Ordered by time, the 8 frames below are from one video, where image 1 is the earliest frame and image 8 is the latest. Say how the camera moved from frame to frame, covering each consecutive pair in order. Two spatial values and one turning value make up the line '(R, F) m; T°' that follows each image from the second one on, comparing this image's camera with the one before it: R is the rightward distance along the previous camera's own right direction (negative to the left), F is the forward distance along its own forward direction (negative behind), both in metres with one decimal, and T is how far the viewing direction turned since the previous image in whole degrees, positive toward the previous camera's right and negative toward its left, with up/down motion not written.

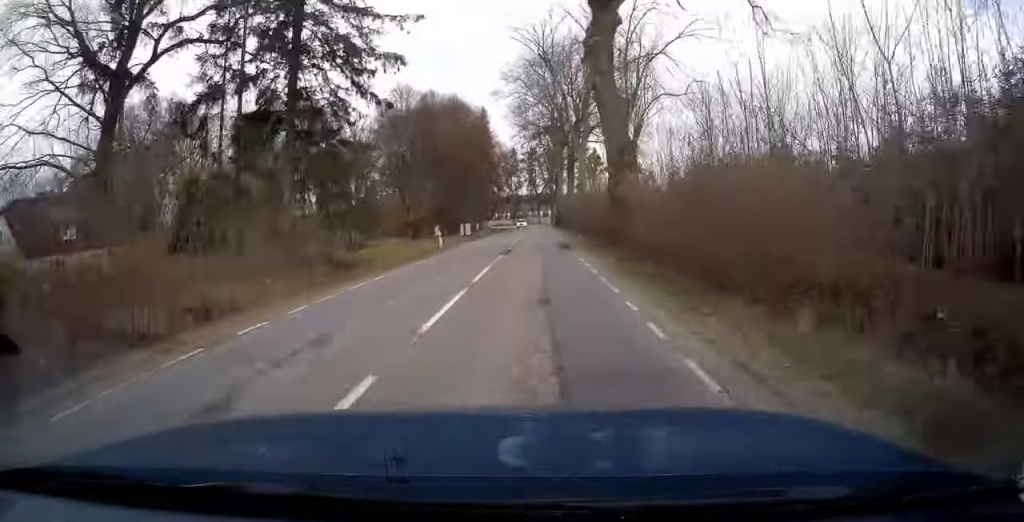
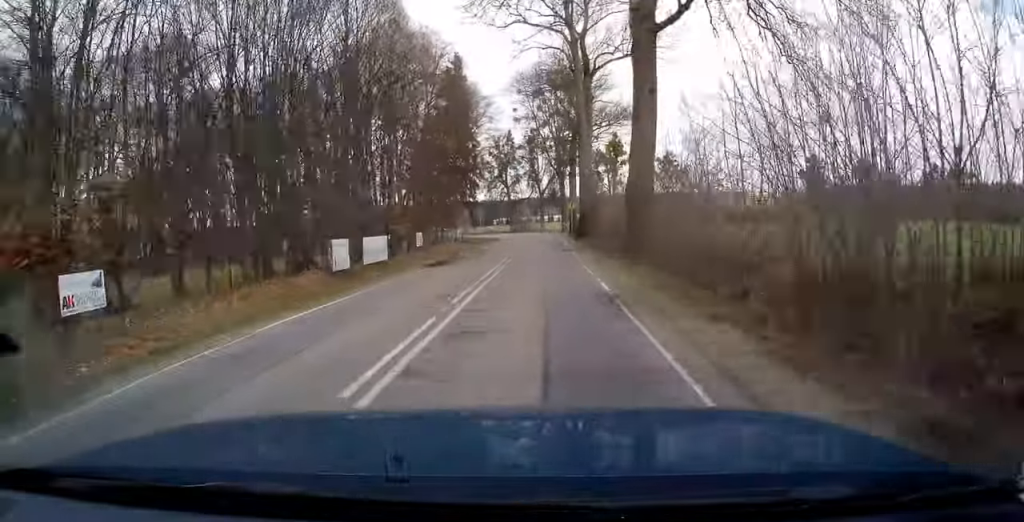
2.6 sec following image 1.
(0.0, +48.1) m; 0°
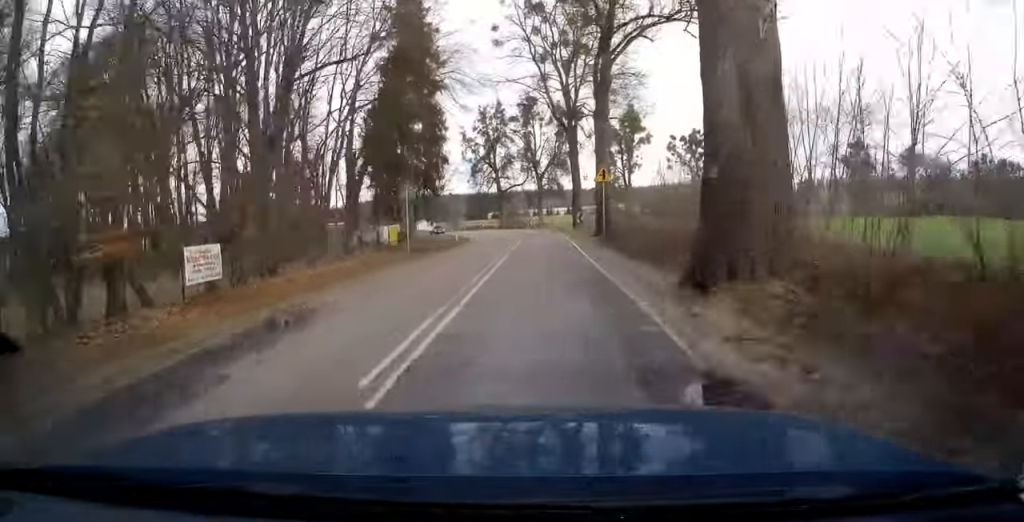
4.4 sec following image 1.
(-0.2, +30.9) m; -1°
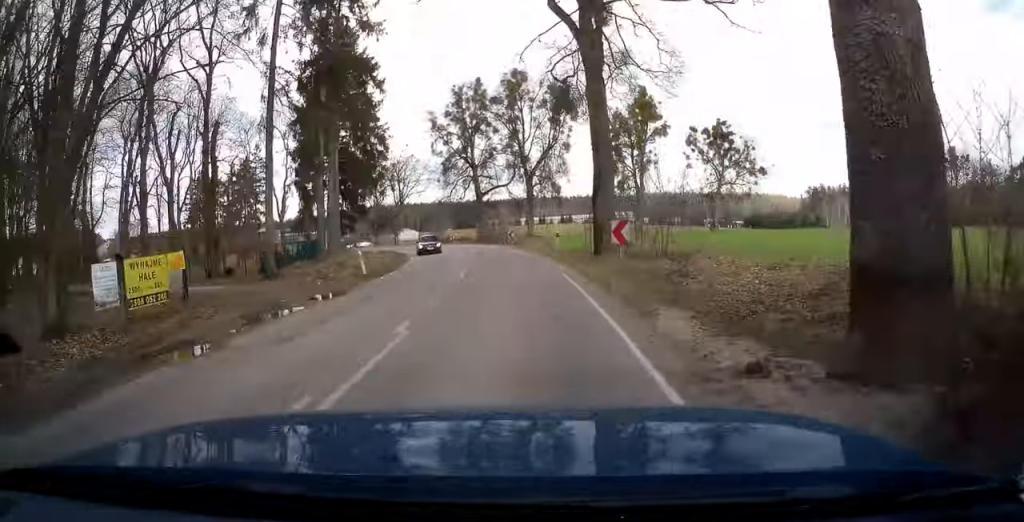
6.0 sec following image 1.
(-0.3, +25.4) m; -3°
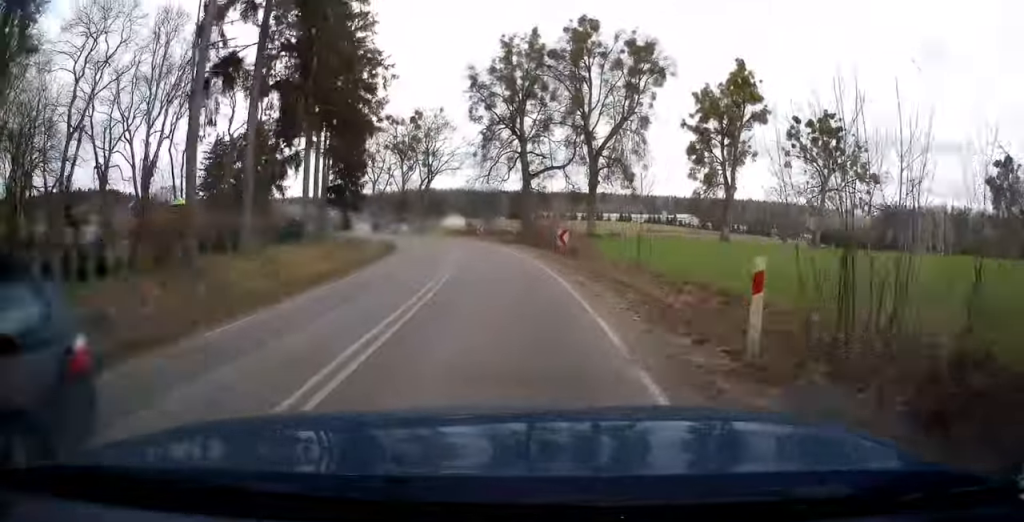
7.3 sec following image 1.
(+0.5, +21.0) m; -4°
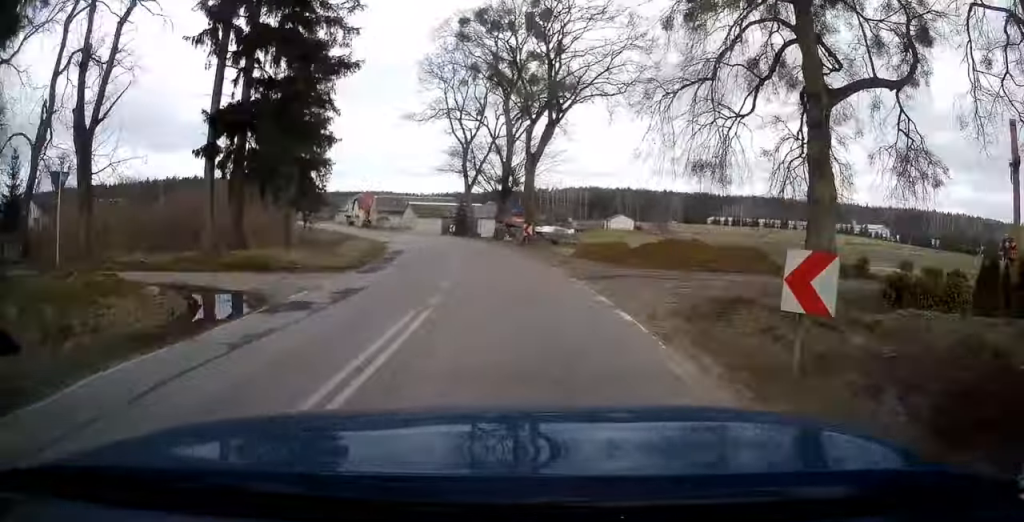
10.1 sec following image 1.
(-5.2, +44.8) m; -15°
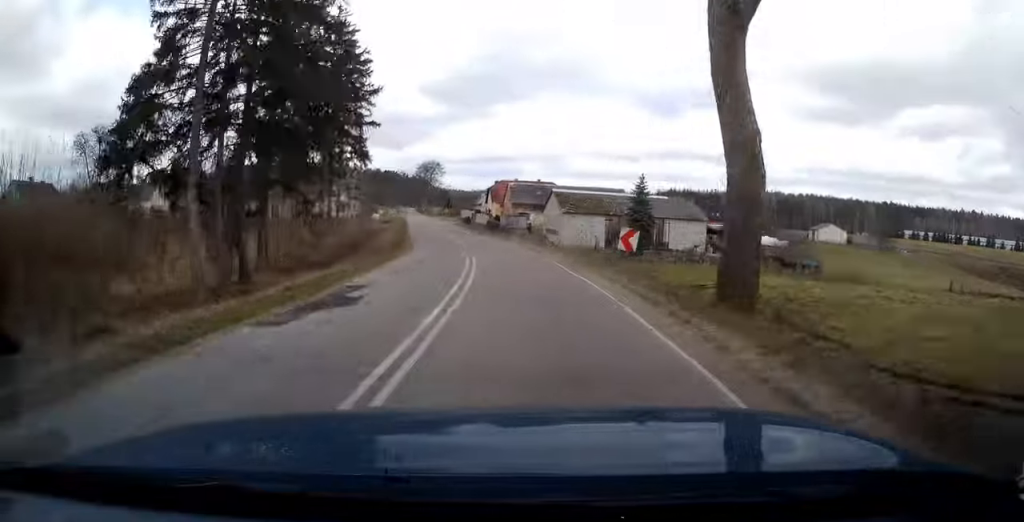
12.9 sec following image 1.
(-5.9, +44.3) m; -13°
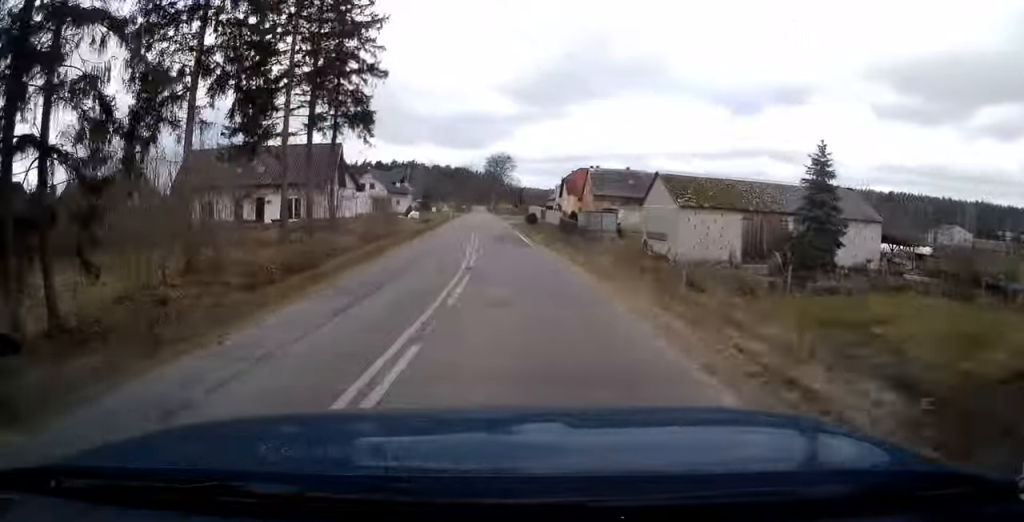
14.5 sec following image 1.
(-1.8, +25.2) m; -7°
